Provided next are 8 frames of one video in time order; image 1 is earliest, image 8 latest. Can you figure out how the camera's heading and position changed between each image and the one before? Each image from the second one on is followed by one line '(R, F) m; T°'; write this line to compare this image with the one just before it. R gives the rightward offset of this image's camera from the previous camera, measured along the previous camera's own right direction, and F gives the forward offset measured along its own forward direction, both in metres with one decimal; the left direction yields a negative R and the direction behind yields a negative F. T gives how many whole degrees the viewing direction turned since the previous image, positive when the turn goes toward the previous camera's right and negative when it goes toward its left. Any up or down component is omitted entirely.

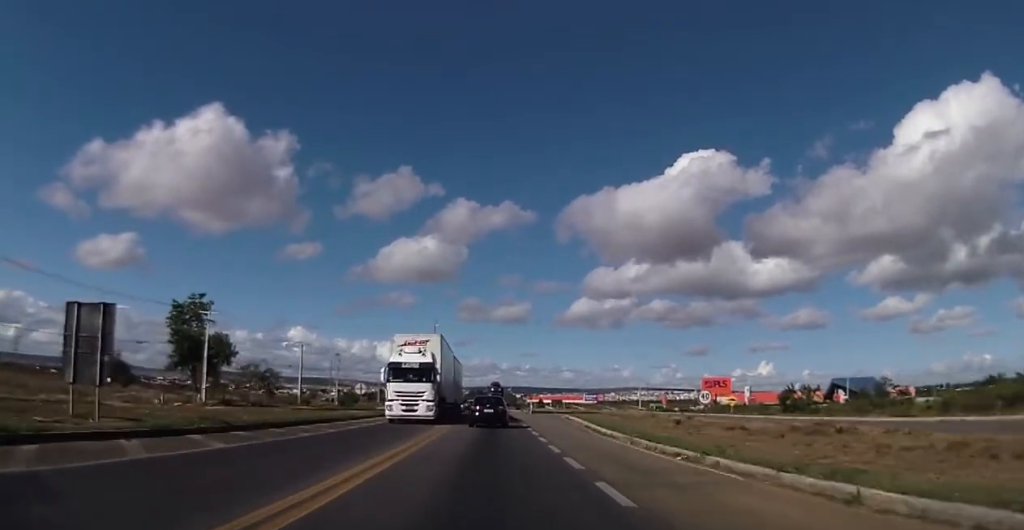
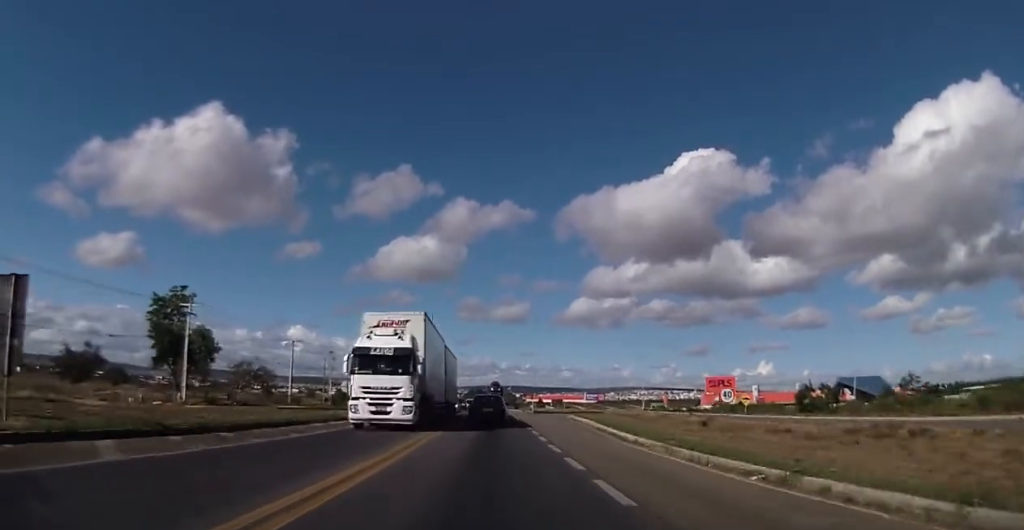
(0.0, +4.5) m; 0°
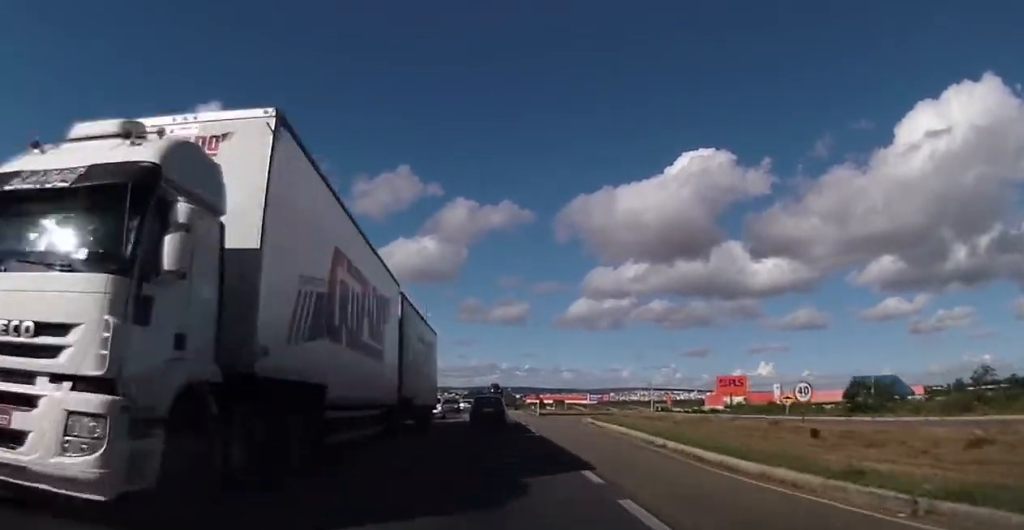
(-0.1, +10.6) m; 0°
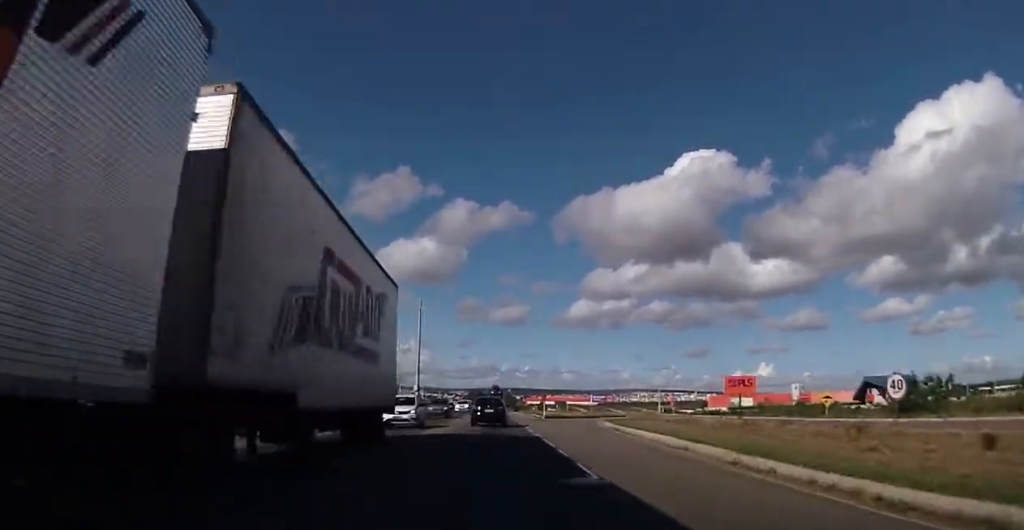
(+0.2, +8.0) m; -1°
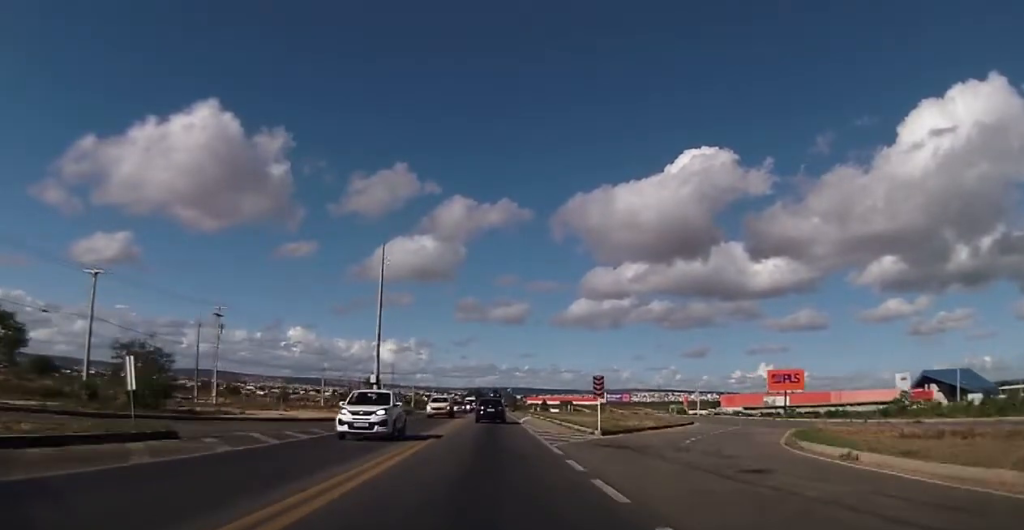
(+0.1, +33.3) m; +1°
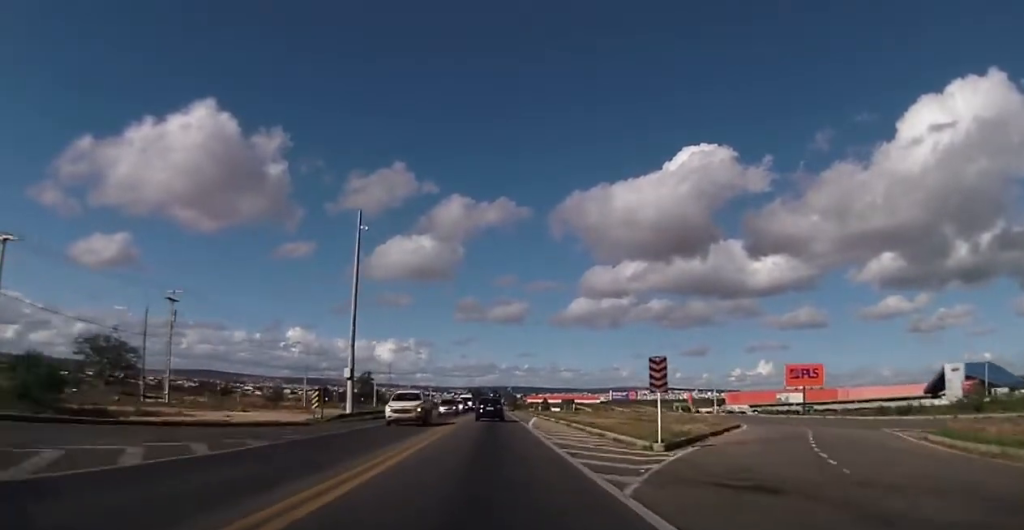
(+0.1, +11.1) m; -1°
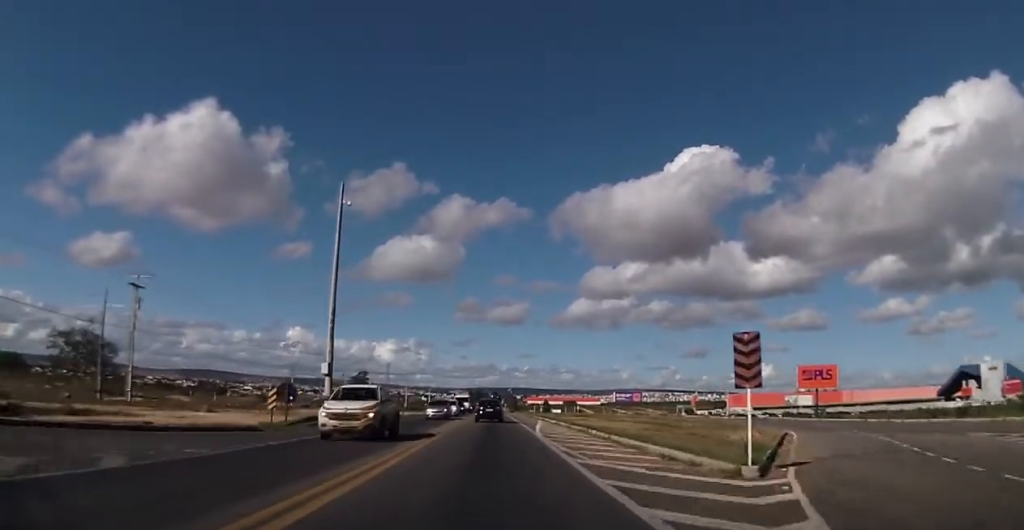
(-0.1, +6.9) m; 0°
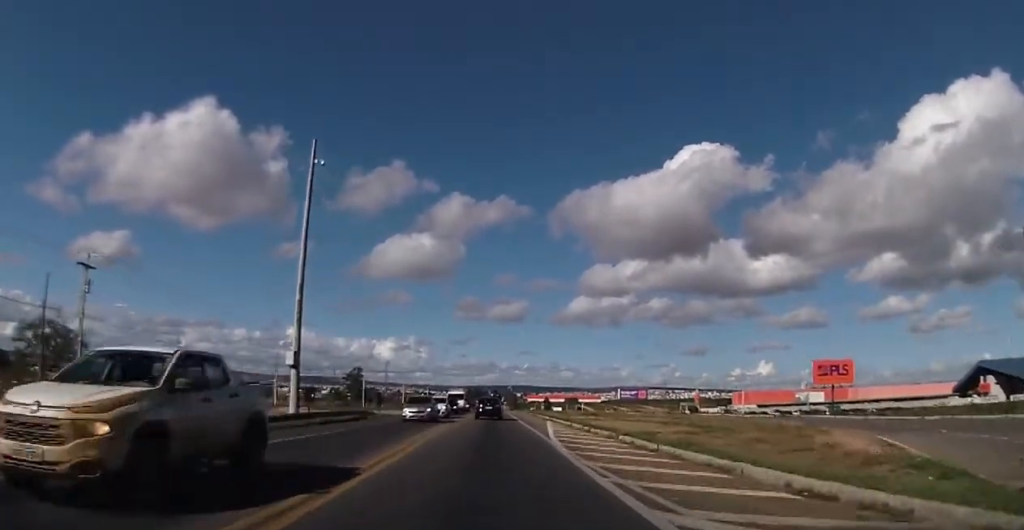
(-0.2, +7.7) m; 0°
